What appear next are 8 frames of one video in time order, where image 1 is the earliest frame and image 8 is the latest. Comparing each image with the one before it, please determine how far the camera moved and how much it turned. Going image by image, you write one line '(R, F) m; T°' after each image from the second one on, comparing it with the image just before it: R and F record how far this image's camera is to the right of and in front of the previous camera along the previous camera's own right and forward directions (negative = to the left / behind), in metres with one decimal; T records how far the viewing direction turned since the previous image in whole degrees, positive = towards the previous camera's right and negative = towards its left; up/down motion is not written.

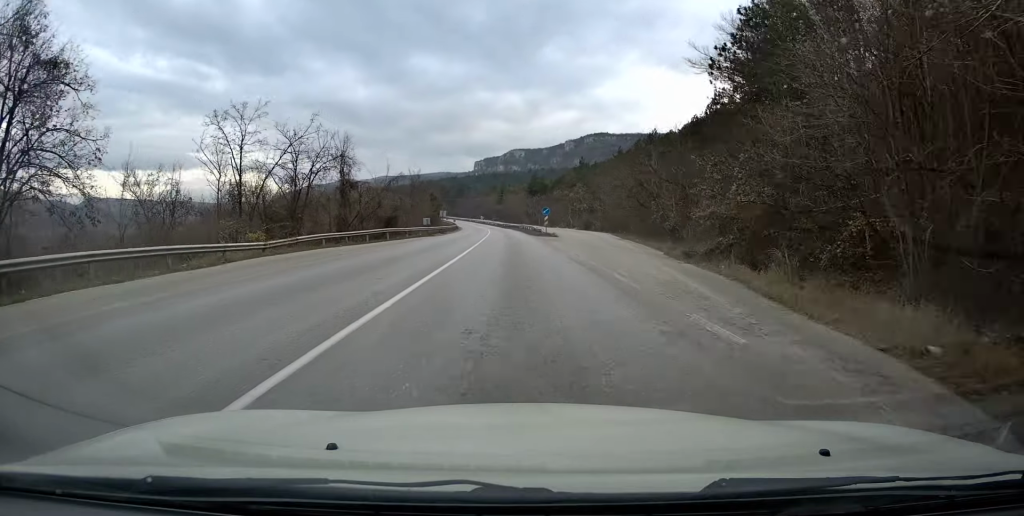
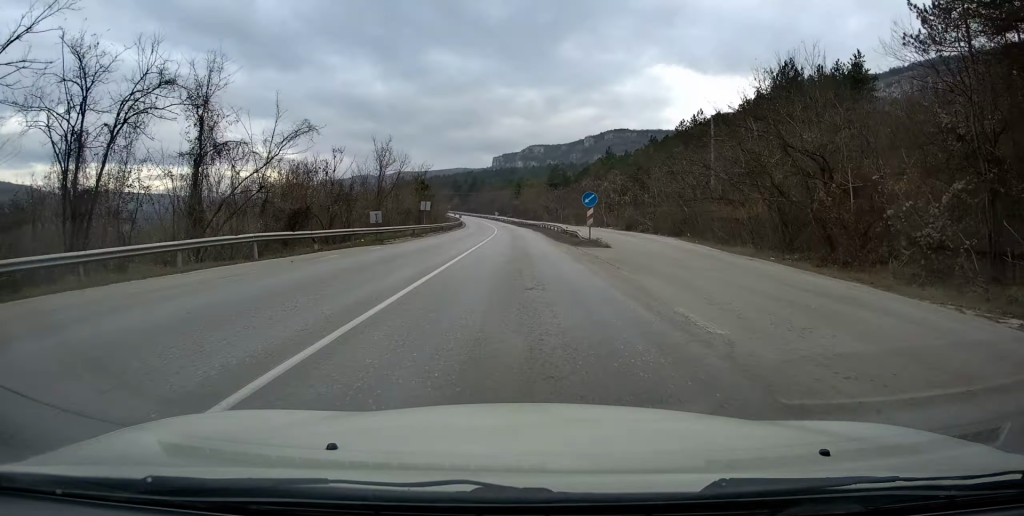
(-0.3, +23.5) m; -2°
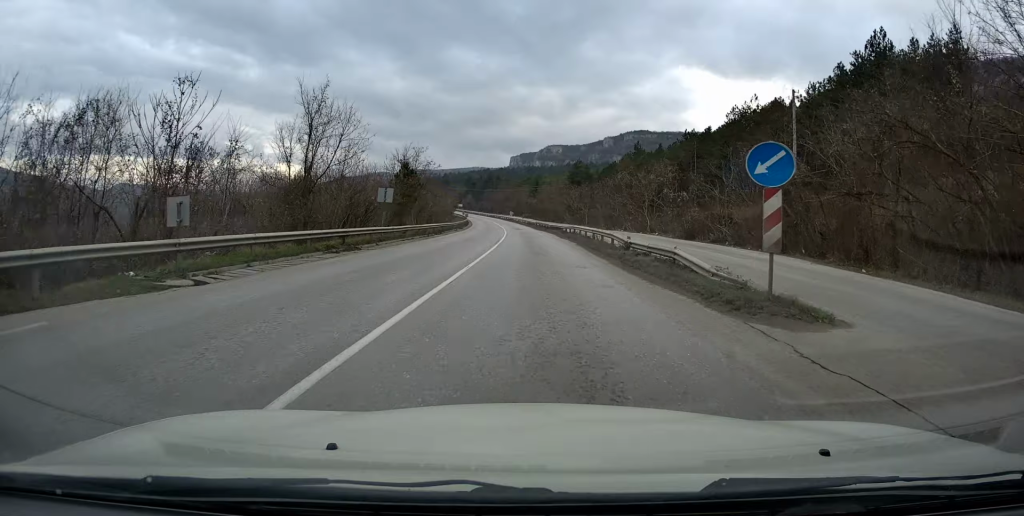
(-0.3, +19.2) m; -1°
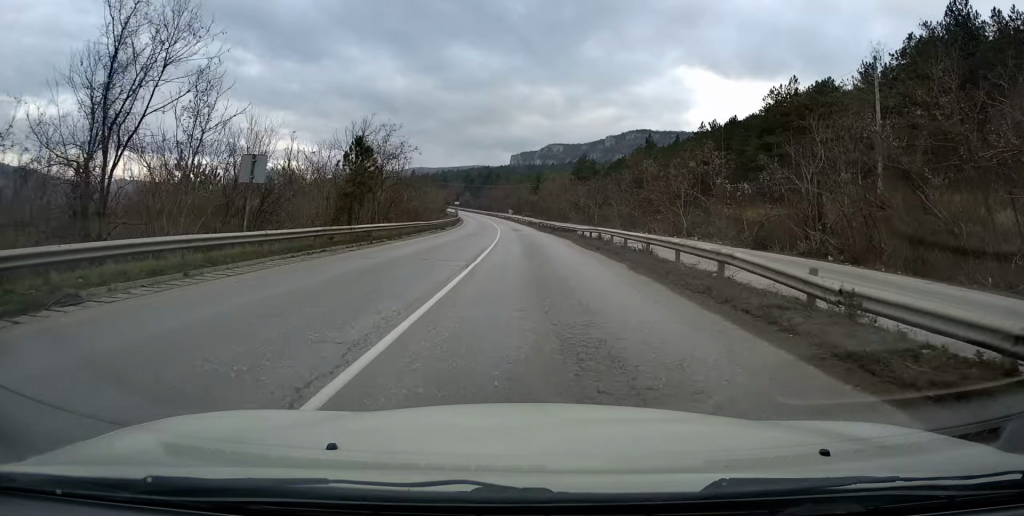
(-0.1, +14.8) m; -1°
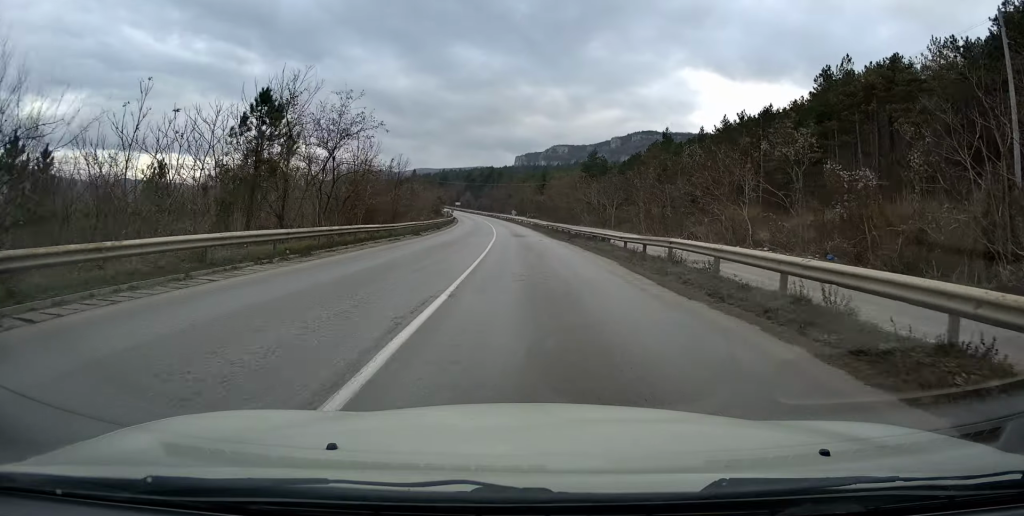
(-0.1, +14.2) m; 0°
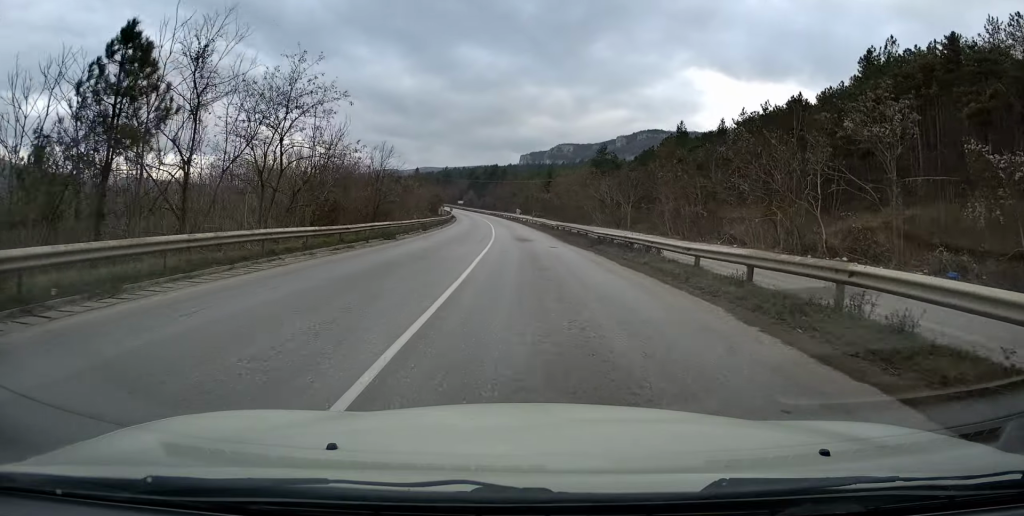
(0.0, +9.0) m; 0°
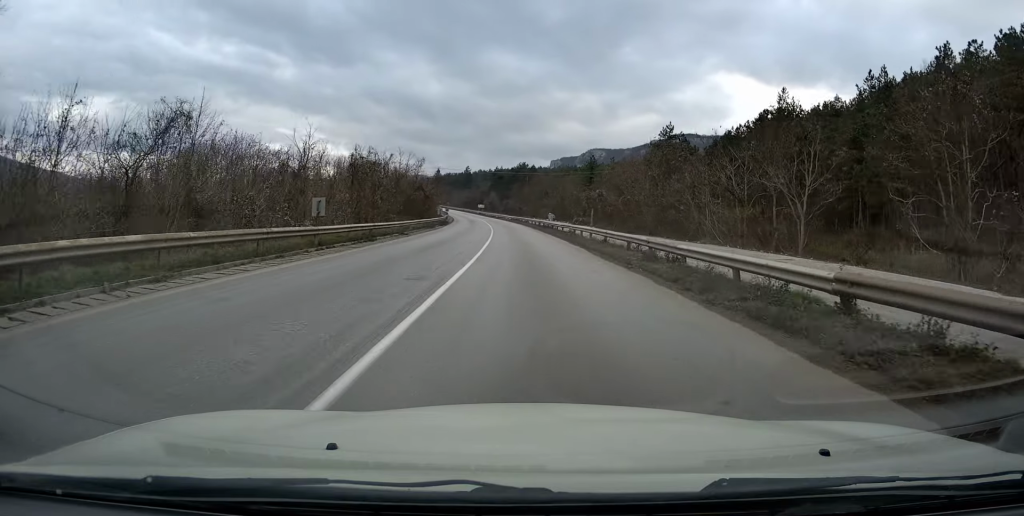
(-0.7, +41.5) m; -2°
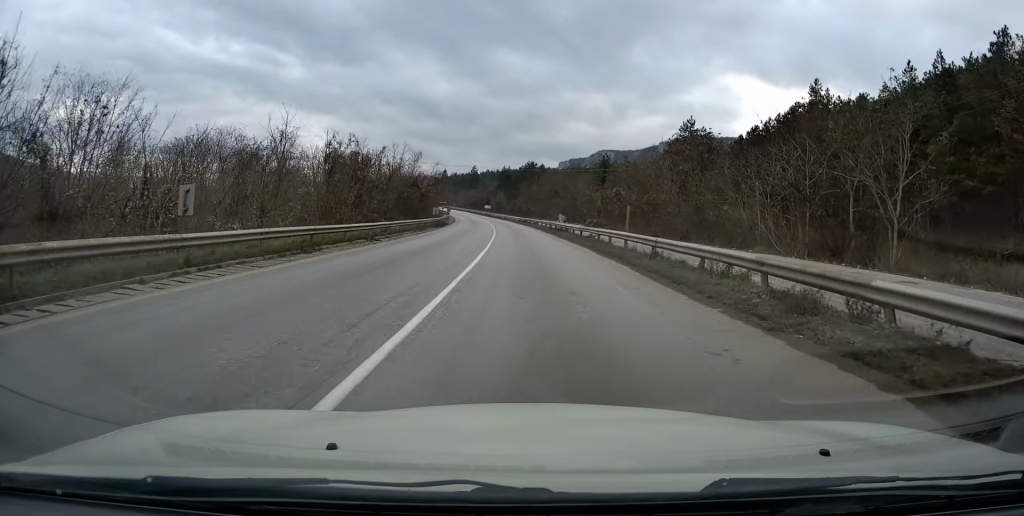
(-0.1, +8.2) m; -1°
